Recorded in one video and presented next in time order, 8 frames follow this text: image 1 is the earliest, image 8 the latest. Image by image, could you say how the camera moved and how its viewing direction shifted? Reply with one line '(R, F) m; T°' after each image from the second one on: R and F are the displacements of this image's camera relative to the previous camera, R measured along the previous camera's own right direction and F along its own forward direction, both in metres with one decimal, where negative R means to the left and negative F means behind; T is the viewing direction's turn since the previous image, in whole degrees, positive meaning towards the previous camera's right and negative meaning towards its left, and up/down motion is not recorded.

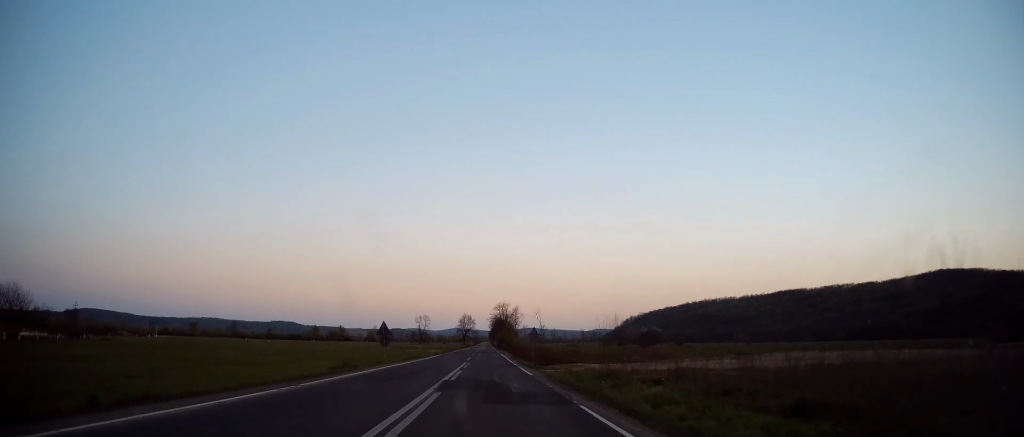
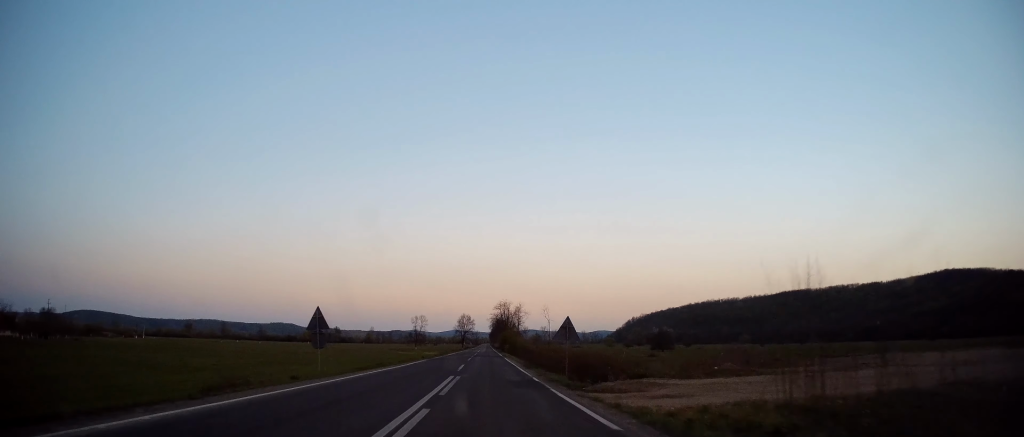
(-0.2, +15.0) m; 0°
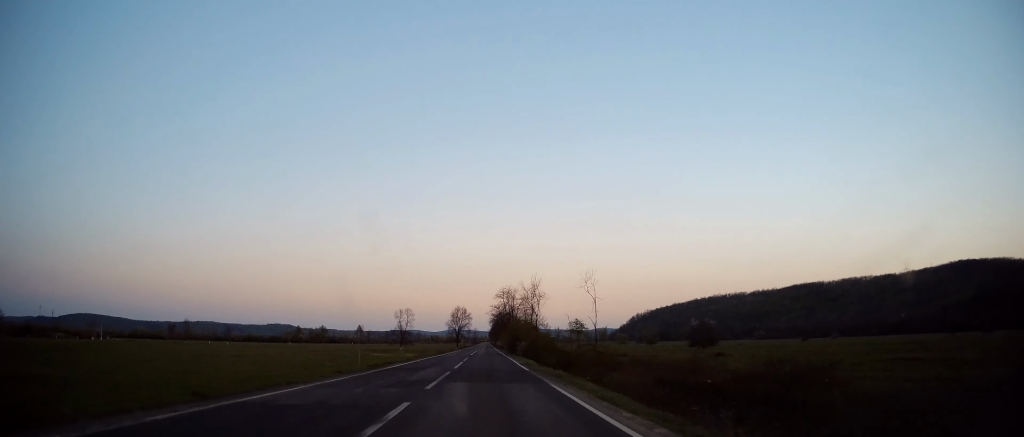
(+0.2, +43.4) m; 0°
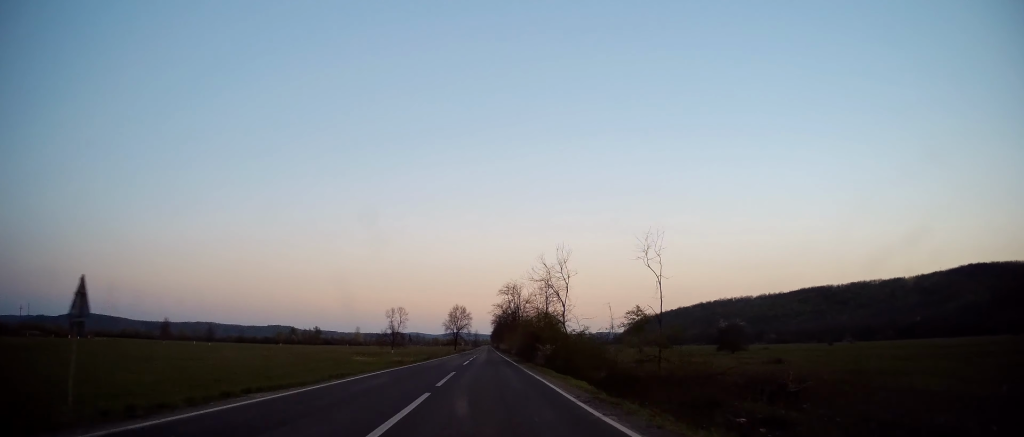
(-0.1, +21.7) m; 0°
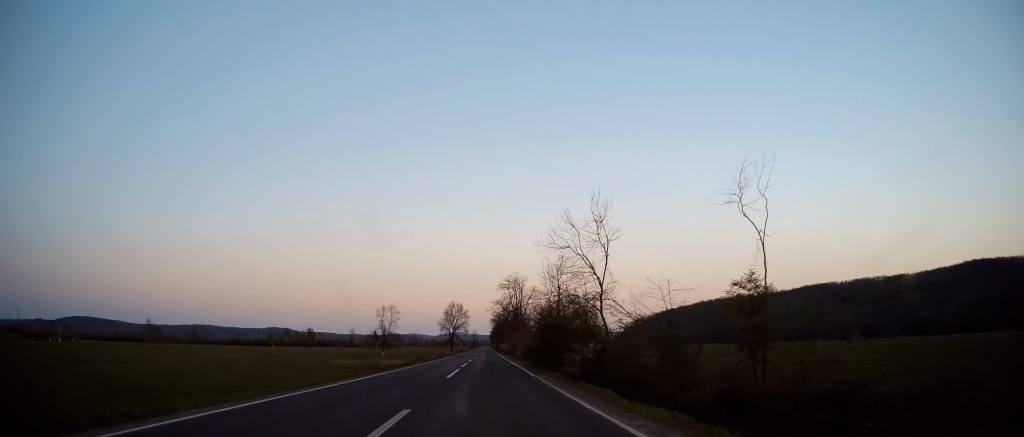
(0.0, +14.8) m; 0°
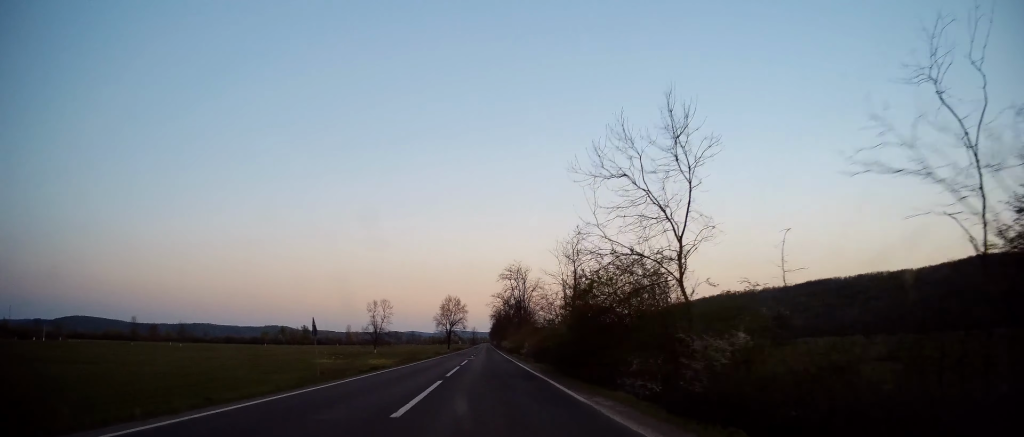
(0.0, +12.3) m; 0°
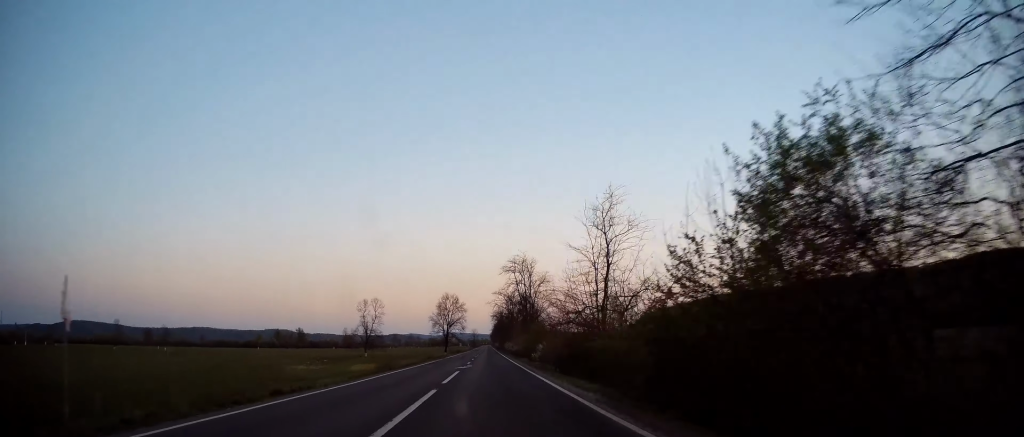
(-0.1, +14.1) m; 0°
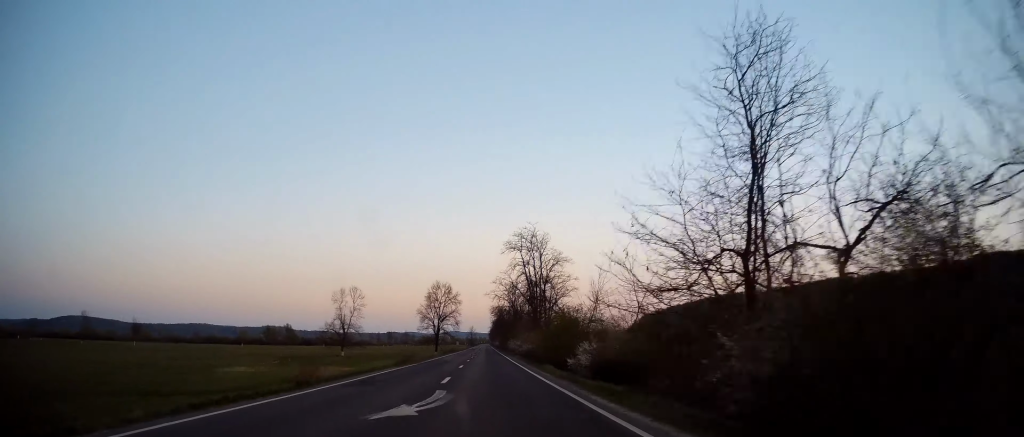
(+0.3, +22.2) m; 0°
